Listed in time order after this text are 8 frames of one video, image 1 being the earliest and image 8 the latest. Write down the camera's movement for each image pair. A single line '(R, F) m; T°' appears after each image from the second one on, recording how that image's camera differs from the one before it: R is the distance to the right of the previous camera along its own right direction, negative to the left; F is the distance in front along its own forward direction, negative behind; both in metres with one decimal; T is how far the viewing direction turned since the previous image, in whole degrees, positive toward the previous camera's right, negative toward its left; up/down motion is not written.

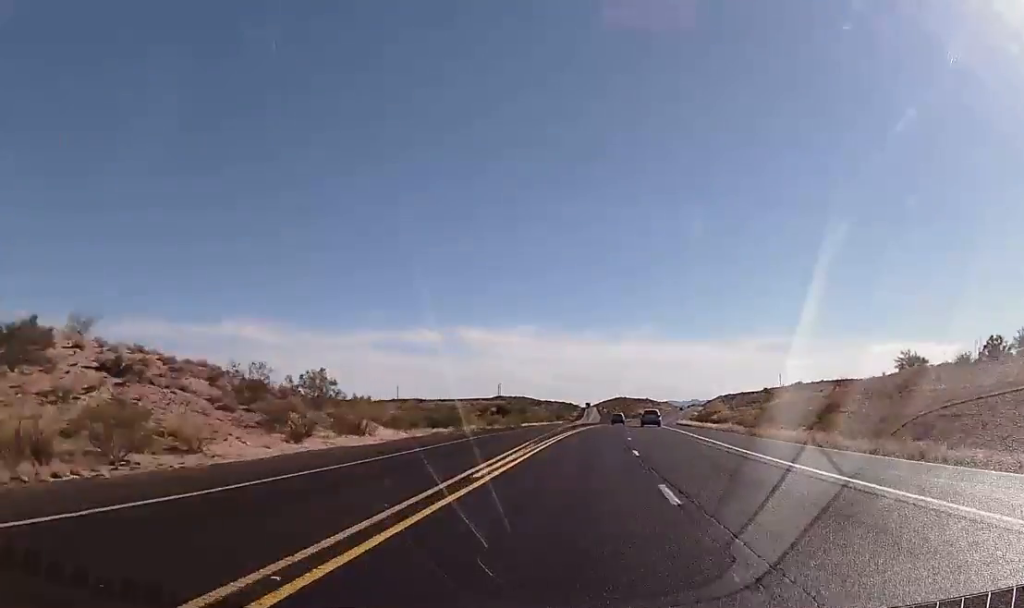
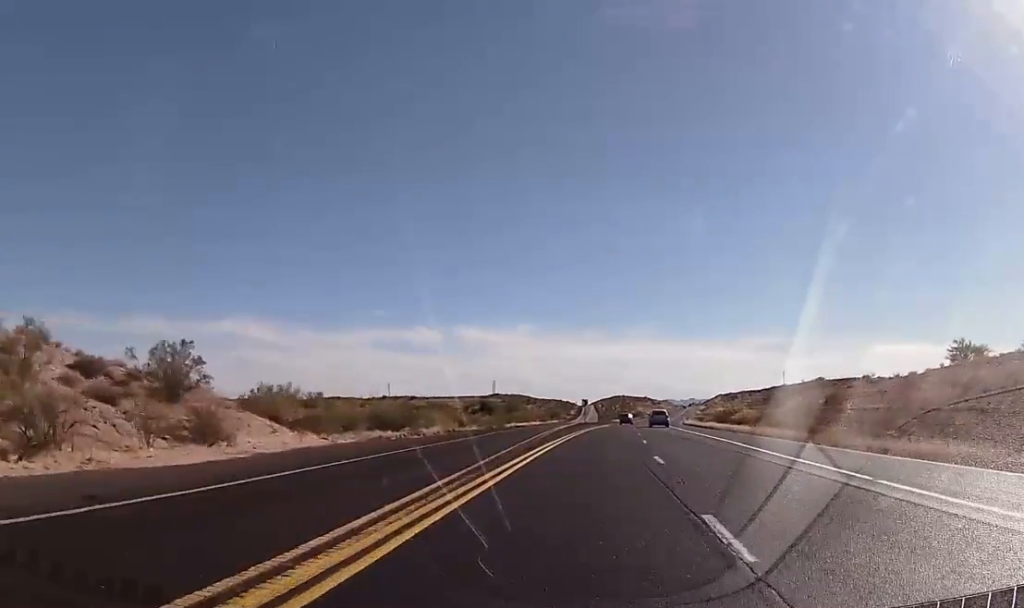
(+0.2, +16.7) m; +1°
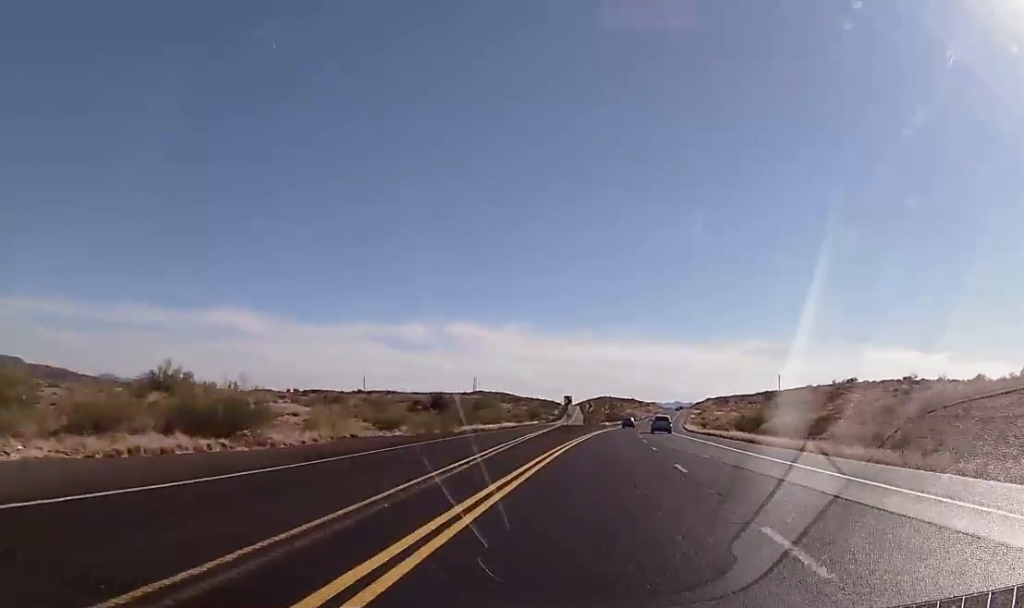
(+0.3, +24.0) m; +1°
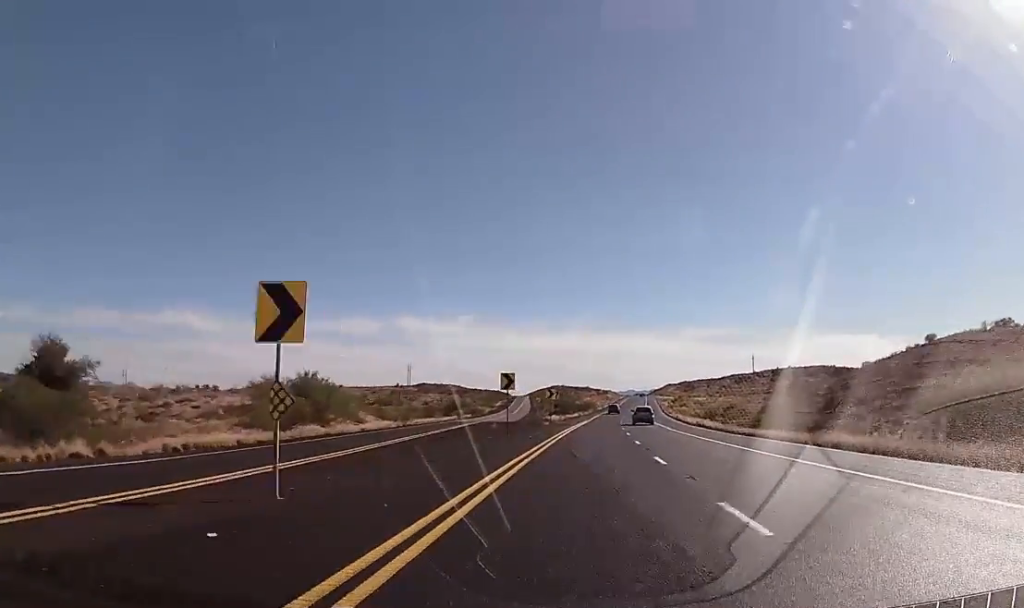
(+1.5, +58.4) m; +4°
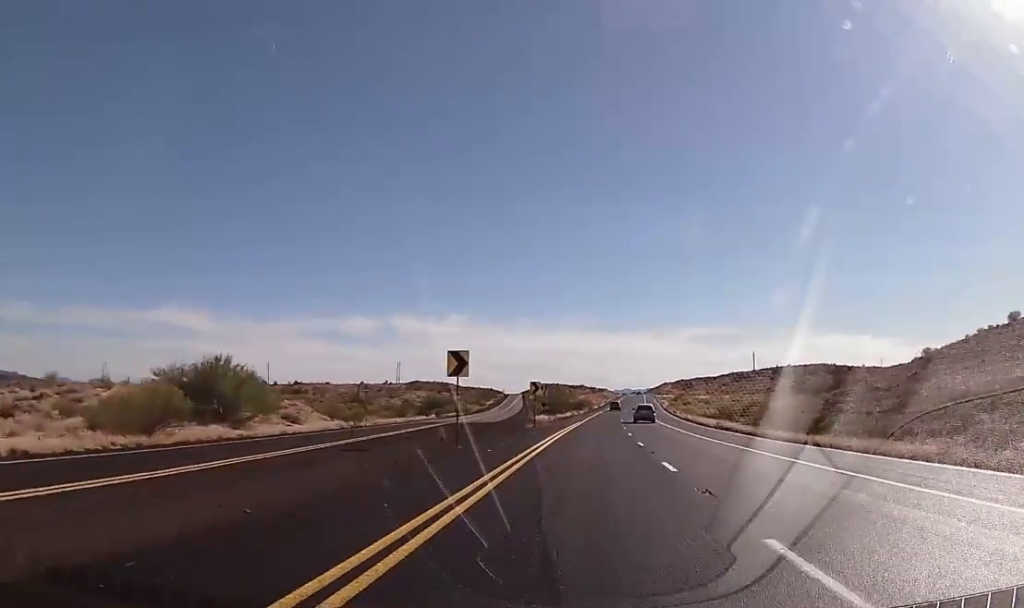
(+0.1, +14.6) m; +1°
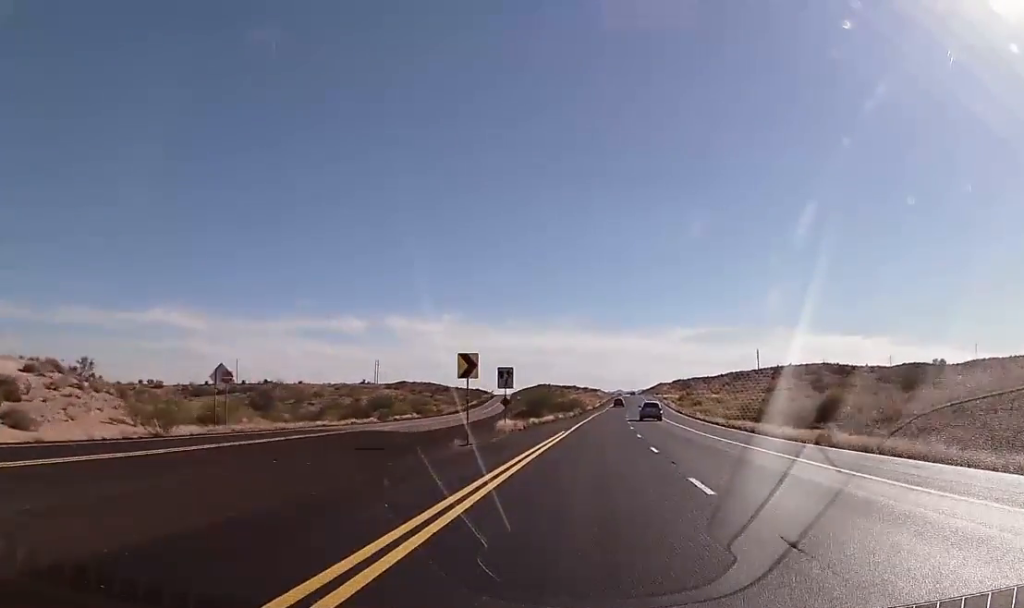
(+0.4, +29.3) m; 0°
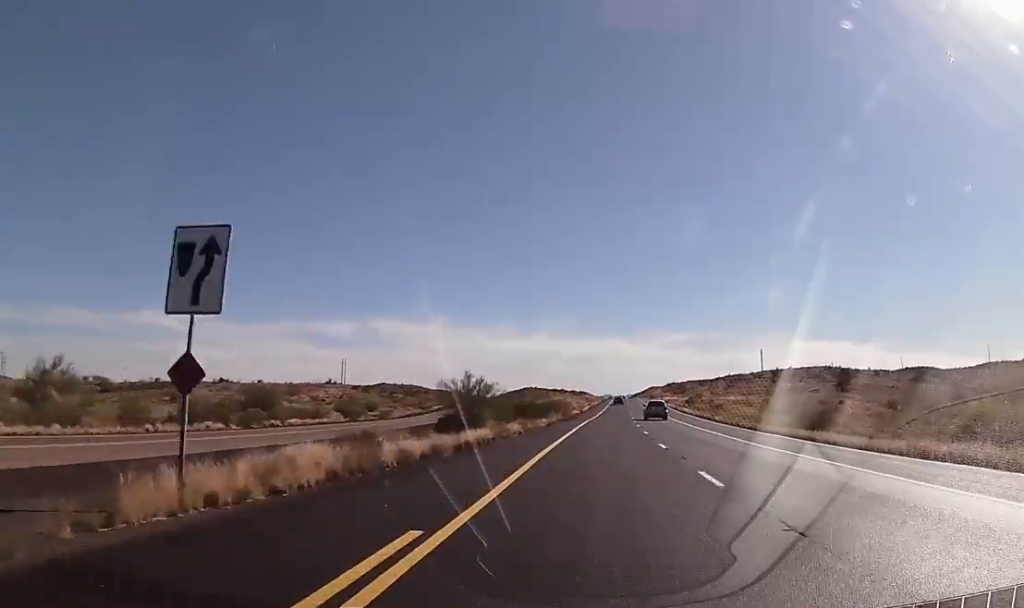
(-0.1, +35.6) m; +1°
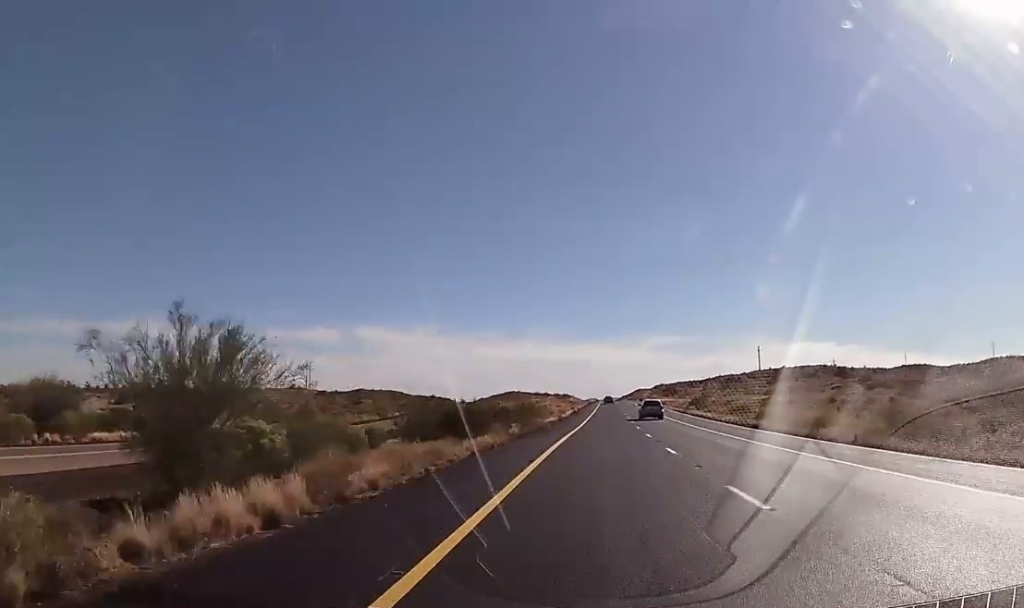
(+0.6, +27.1) m; +1°
